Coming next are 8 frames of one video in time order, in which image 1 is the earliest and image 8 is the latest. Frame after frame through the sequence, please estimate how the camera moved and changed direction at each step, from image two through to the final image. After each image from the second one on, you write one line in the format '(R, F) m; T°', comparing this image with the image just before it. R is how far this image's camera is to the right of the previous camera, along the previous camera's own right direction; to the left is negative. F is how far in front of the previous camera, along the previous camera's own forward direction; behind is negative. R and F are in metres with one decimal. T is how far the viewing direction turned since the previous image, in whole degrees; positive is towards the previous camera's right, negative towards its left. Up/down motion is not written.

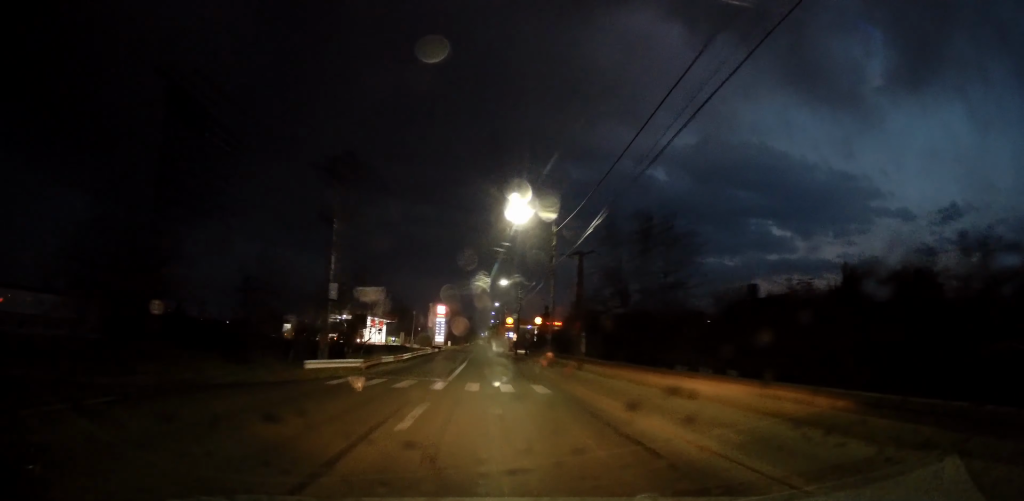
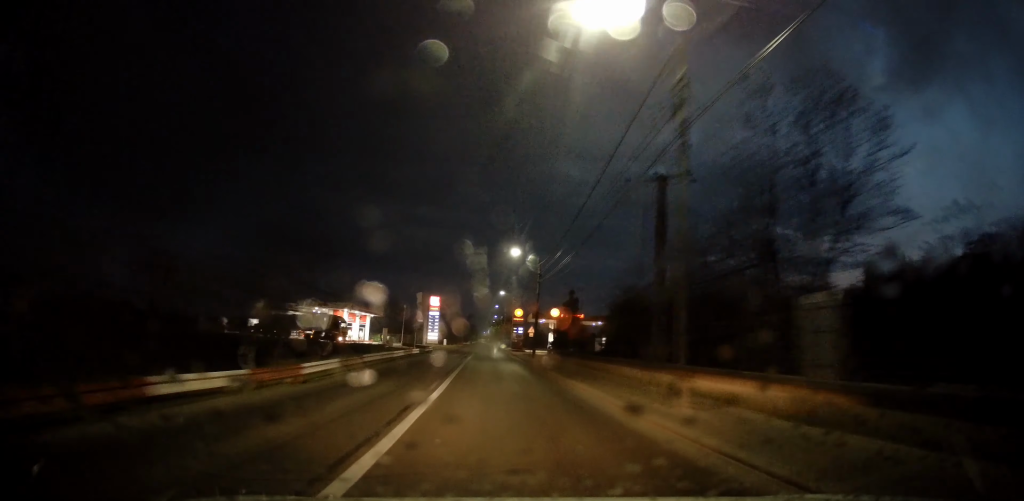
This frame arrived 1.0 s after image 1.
(+0.1, +19.4) m; +1°
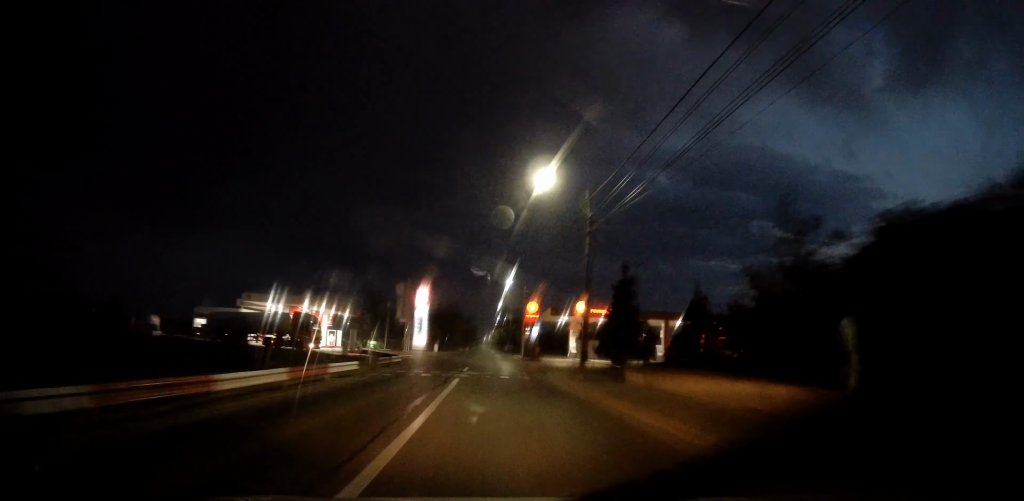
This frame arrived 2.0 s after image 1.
(+0.1, +20.2) m; 0°
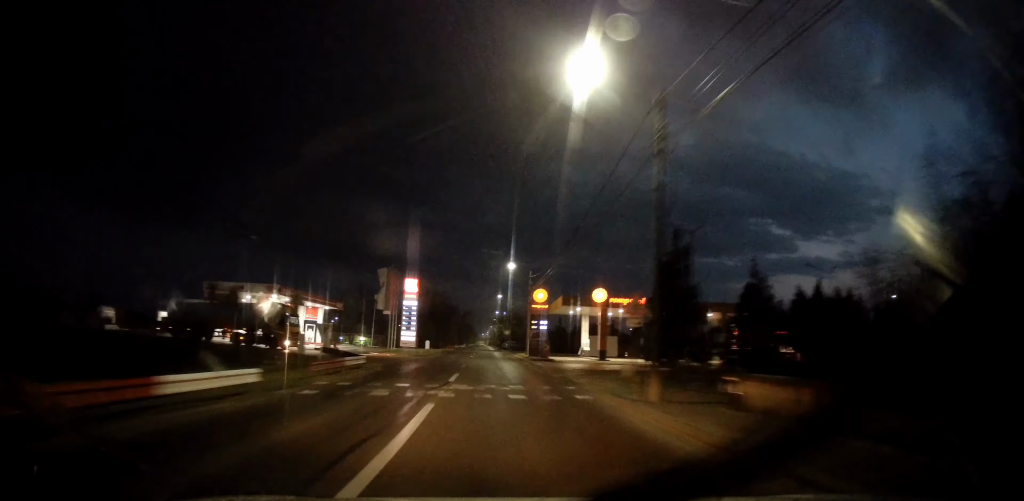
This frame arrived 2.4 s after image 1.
(0.0, +9.4) m; 0°
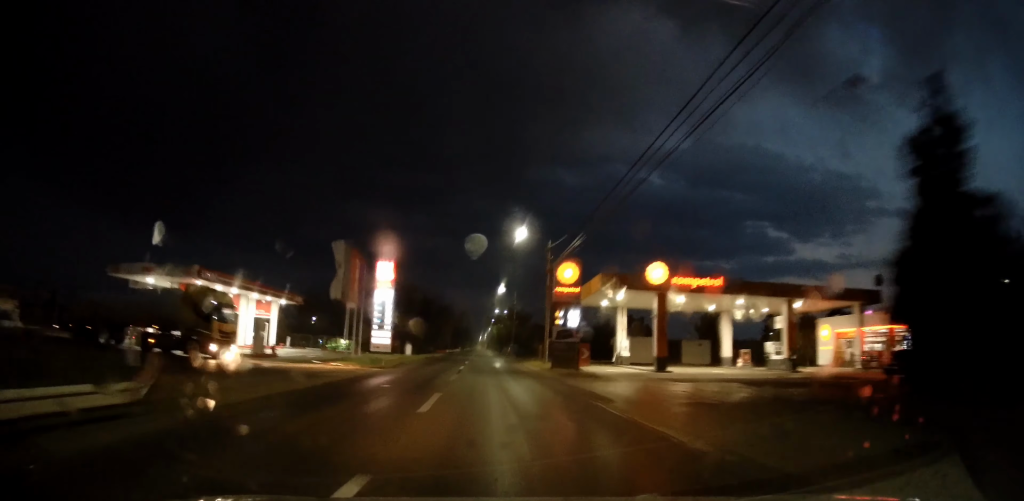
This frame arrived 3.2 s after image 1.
(-0.3, +16.2) m; 0°
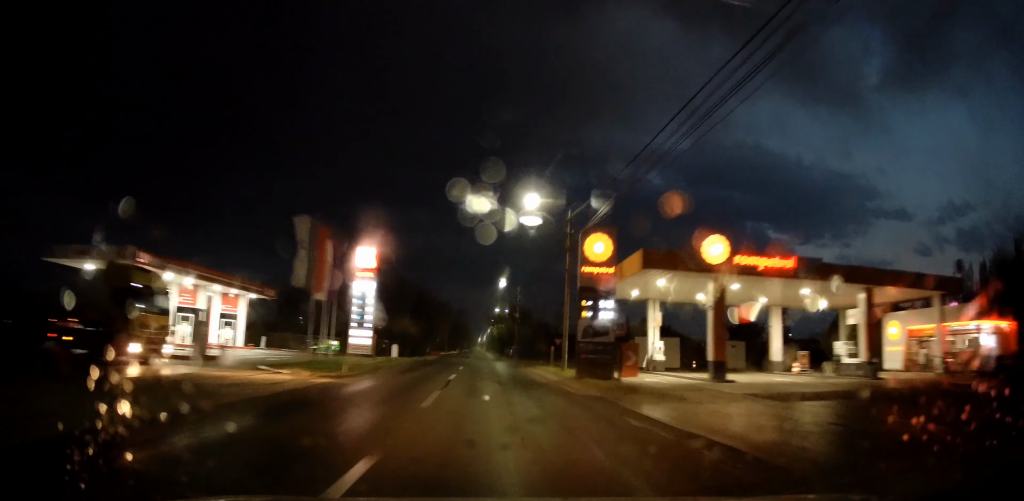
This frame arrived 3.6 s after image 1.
(+0.2, +8.1) m; 0°
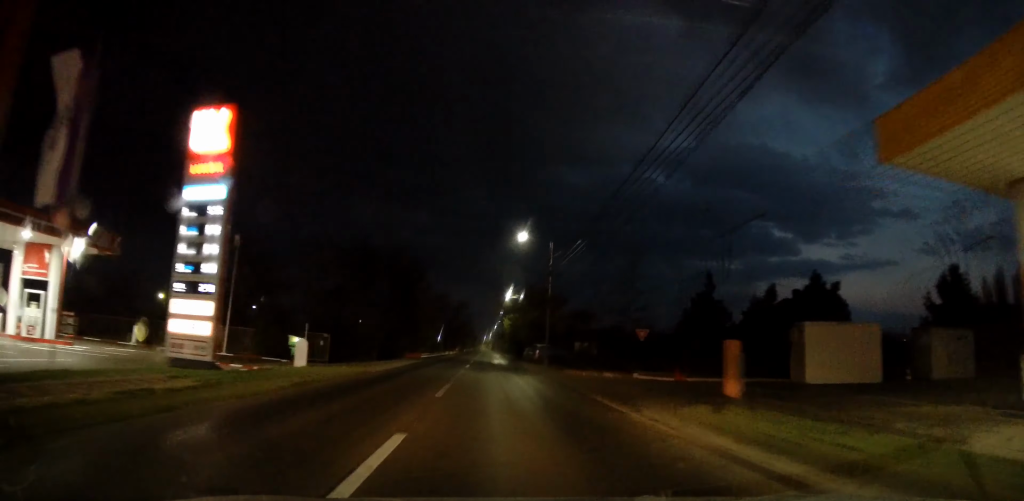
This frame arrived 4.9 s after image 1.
(0.0, +25.6) m; 0°
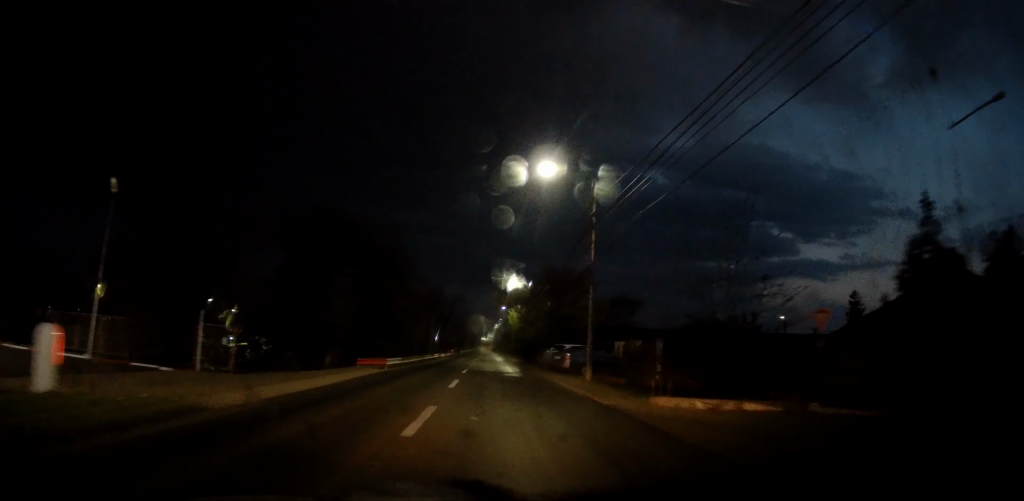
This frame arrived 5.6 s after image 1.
(0.0, +14.2) m; 0°
